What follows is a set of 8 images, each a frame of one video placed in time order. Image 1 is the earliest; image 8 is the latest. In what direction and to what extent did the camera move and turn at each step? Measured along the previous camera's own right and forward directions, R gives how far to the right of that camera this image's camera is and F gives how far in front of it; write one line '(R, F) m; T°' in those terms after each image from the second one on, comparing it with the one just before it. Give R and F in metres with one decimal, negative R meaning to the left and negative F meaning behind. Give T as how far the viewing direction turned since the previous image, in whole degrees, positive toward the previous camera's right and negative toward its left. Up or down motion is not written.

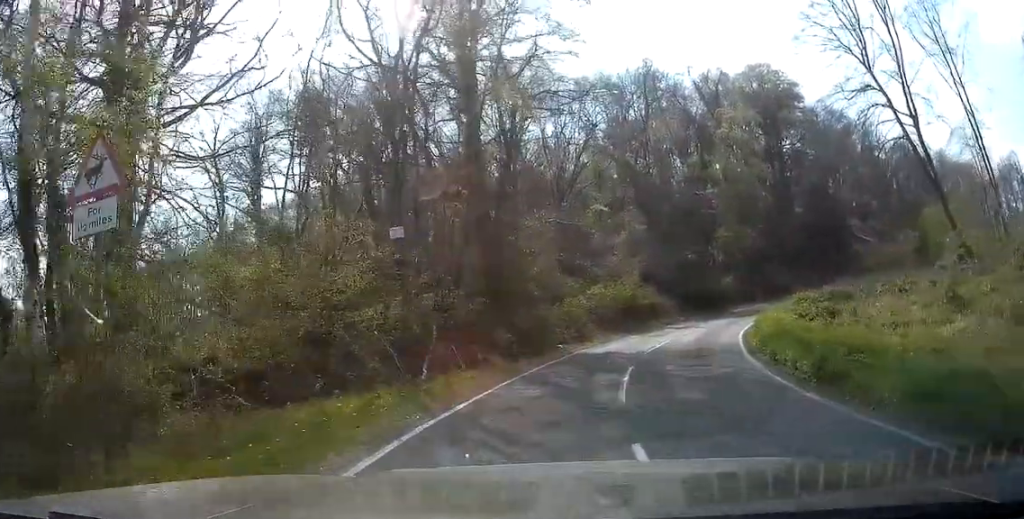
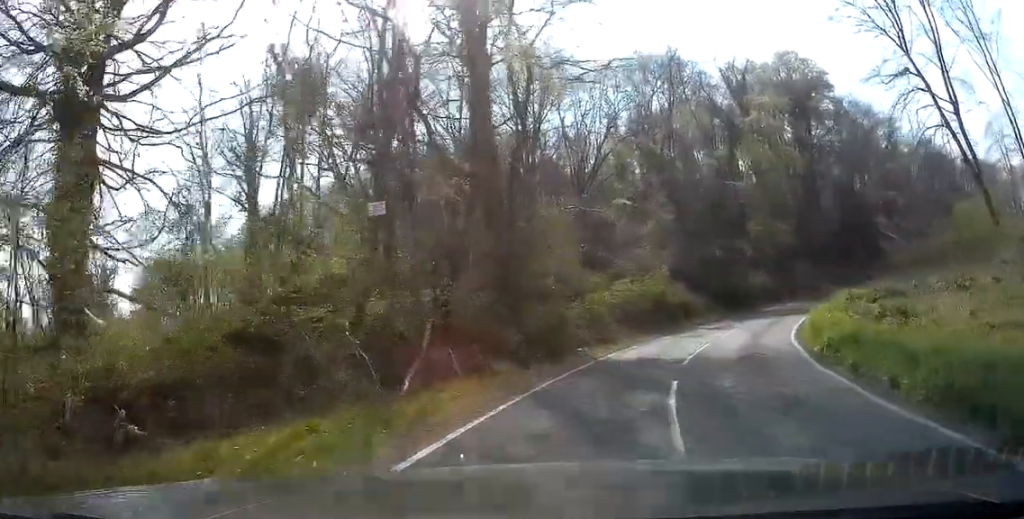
(0.0, +3.4) m; +1°
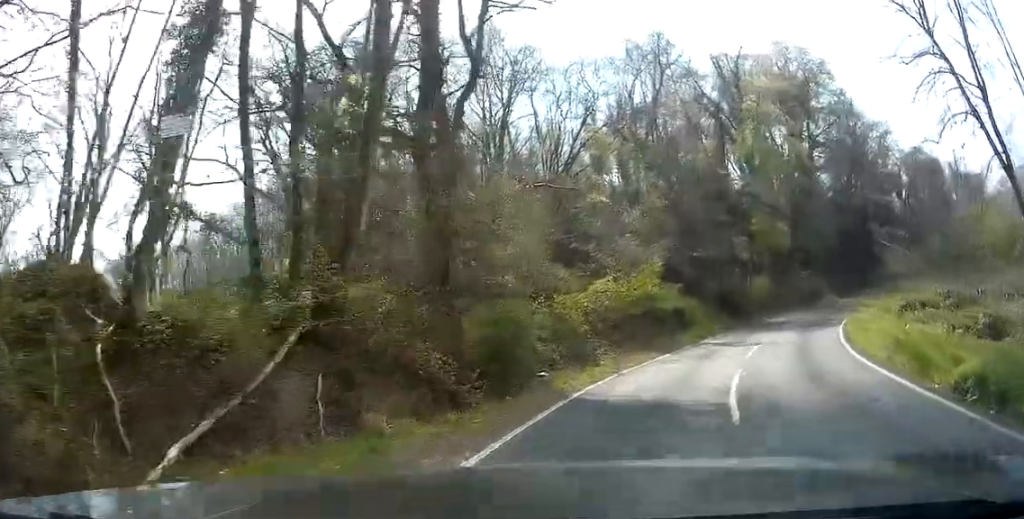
(+0.1, +5.6) m; +3°
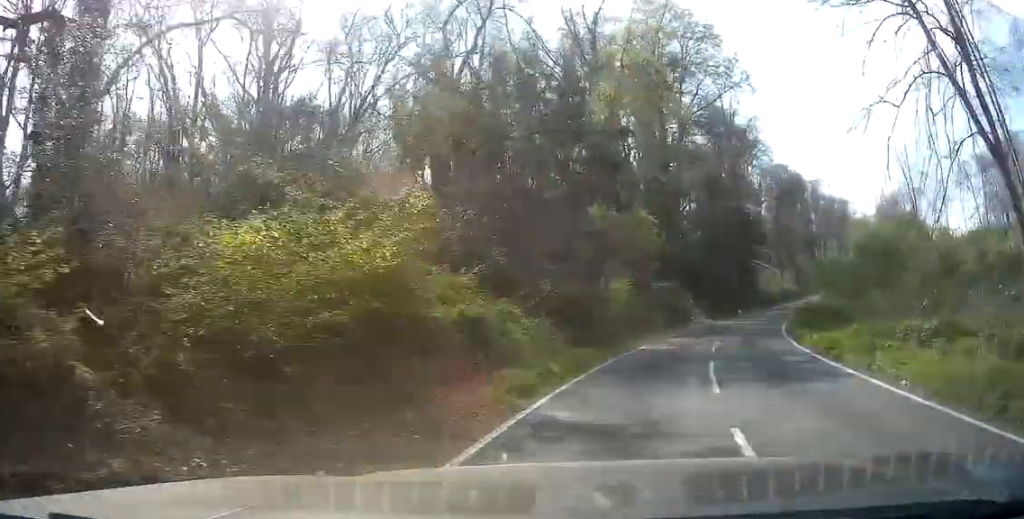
(+0.8, +9.1) m; +12°
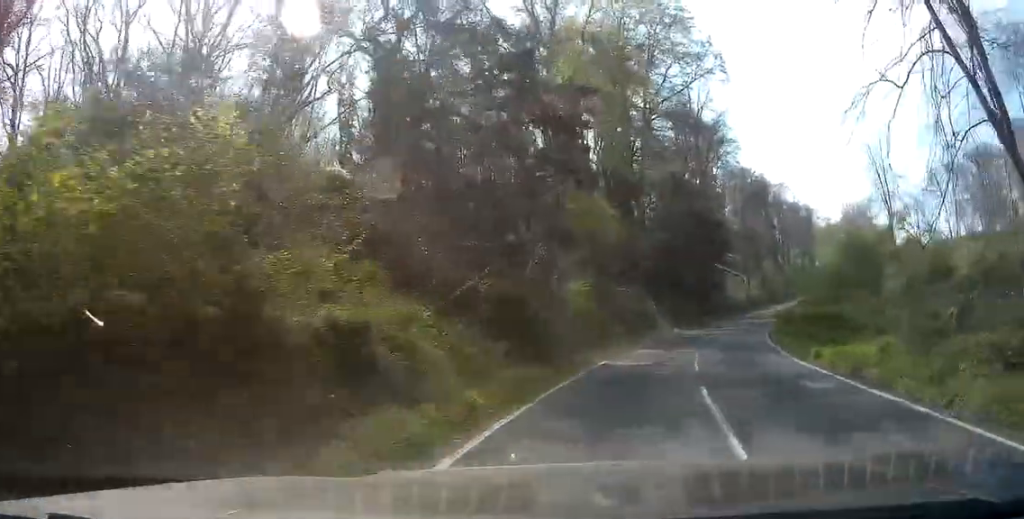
(-0.1, +2.5) m; +4°
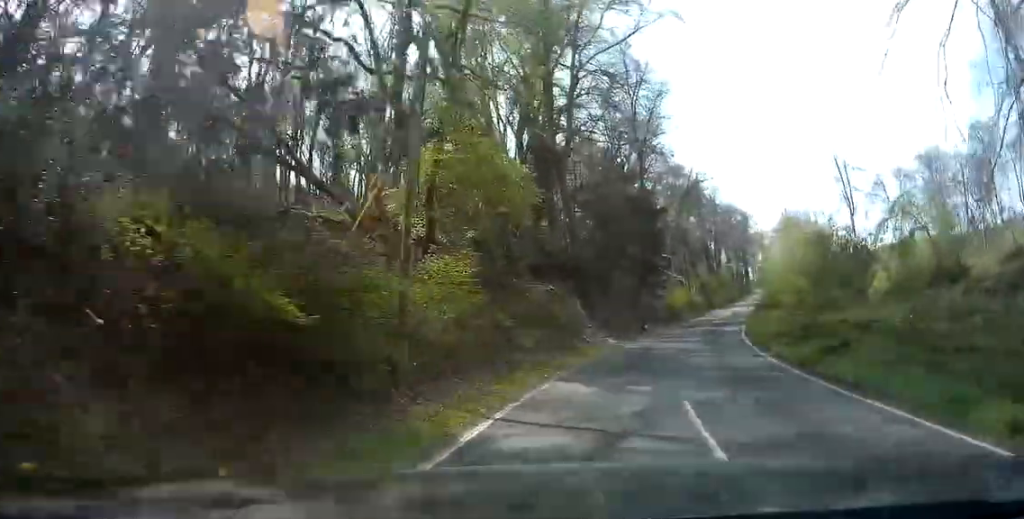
(+0.6, +5.8) m; +9°
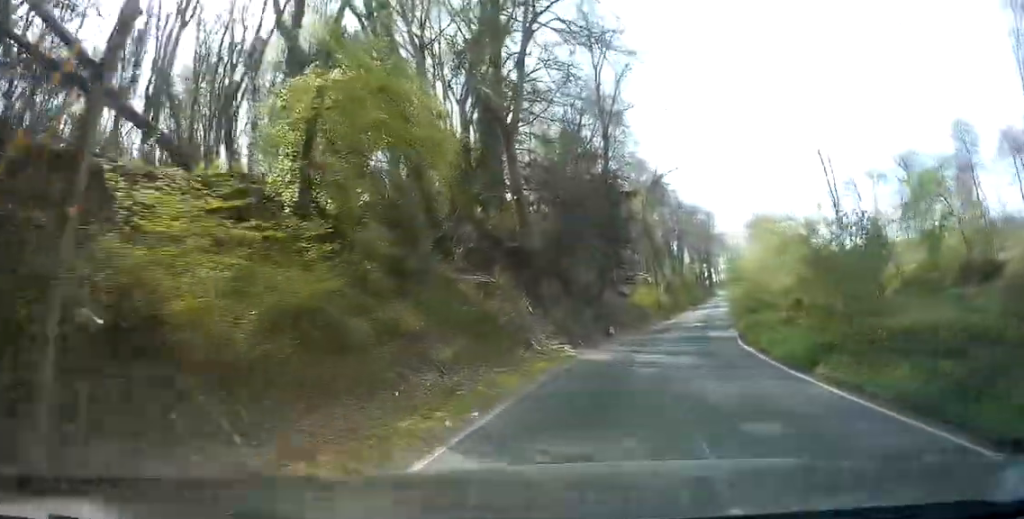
(+0.2, +4.1) m; +6°
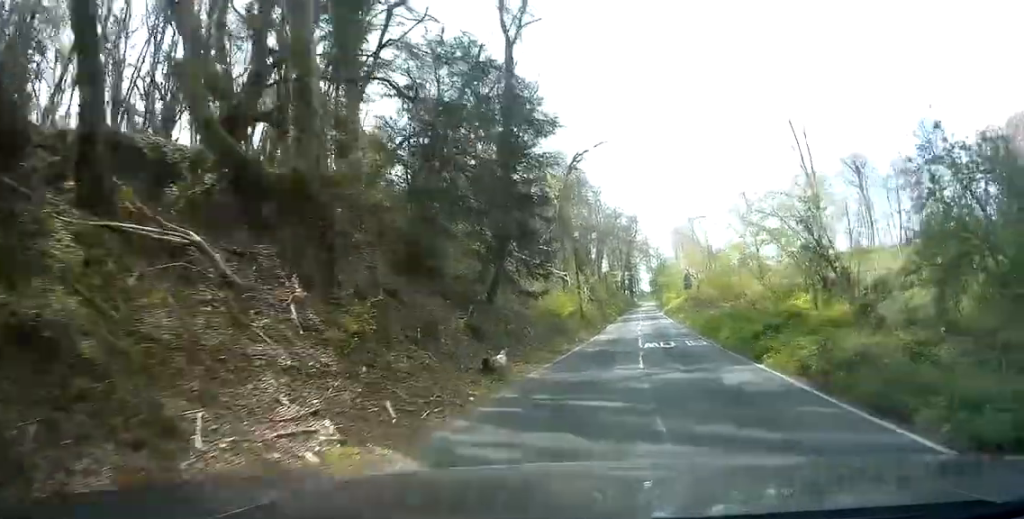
(+1.1, +9.2) m; +4°
